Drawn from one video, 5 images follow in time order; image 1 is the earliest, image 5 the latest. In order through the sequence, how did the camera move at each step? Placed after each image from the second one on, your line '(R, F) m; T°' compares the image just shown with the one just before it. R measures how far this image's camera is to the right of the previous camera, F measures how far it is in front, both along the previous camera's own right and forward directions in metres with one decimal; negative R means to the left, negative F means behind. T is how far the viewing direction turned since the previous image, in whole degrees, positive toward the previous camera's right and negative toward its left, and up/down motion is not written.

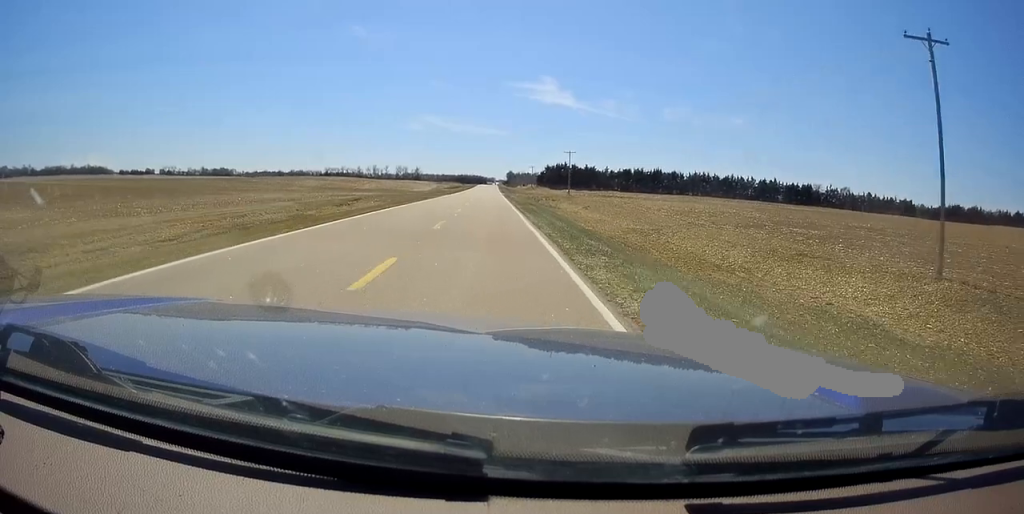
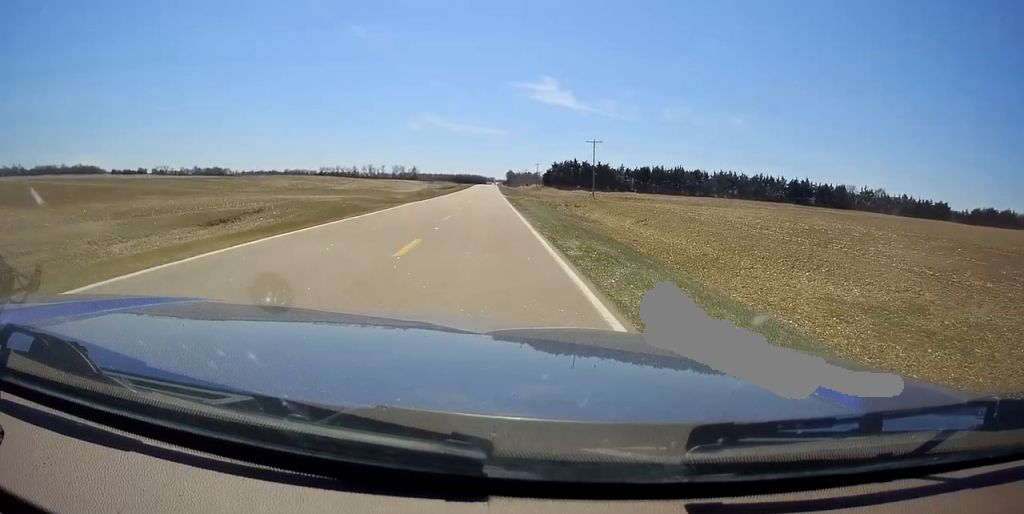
(0.0, +29.9) m; -1°
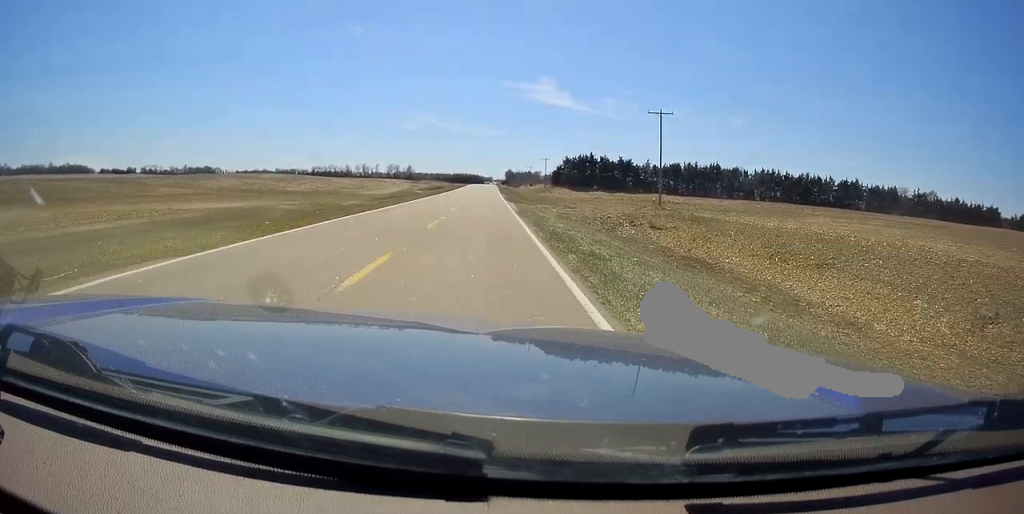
(-0.4, +37.4) m; 0°
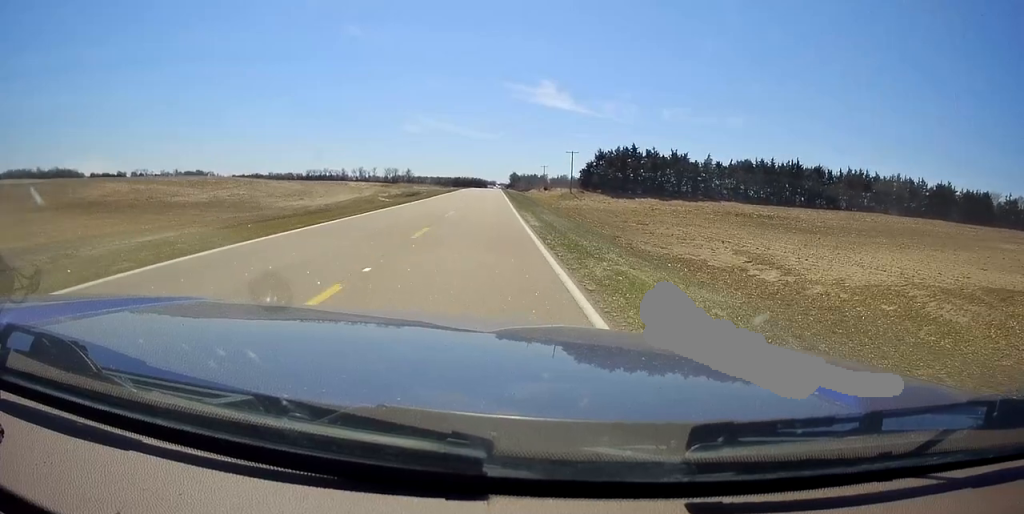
(+0.6, +48.4) m; +1°
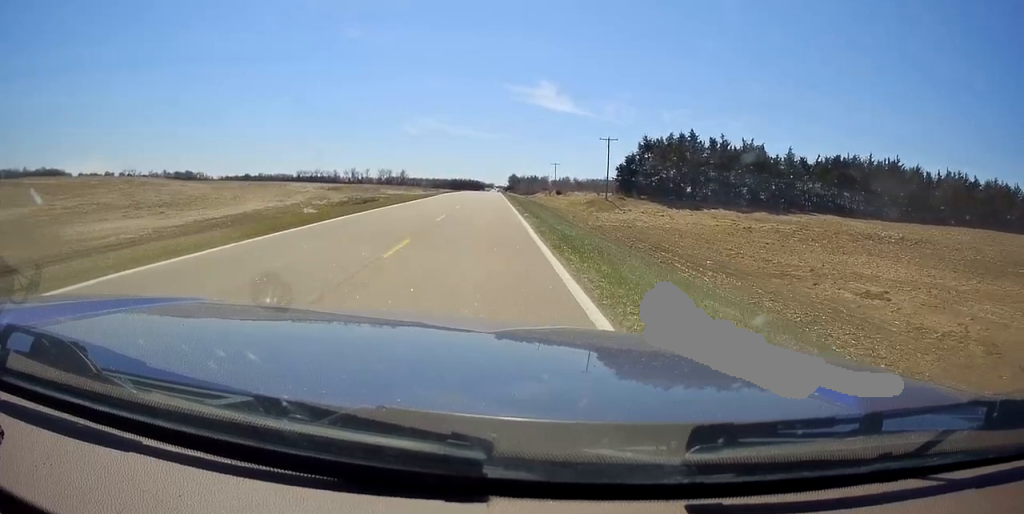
(0.0, +38.0) m; 0°
